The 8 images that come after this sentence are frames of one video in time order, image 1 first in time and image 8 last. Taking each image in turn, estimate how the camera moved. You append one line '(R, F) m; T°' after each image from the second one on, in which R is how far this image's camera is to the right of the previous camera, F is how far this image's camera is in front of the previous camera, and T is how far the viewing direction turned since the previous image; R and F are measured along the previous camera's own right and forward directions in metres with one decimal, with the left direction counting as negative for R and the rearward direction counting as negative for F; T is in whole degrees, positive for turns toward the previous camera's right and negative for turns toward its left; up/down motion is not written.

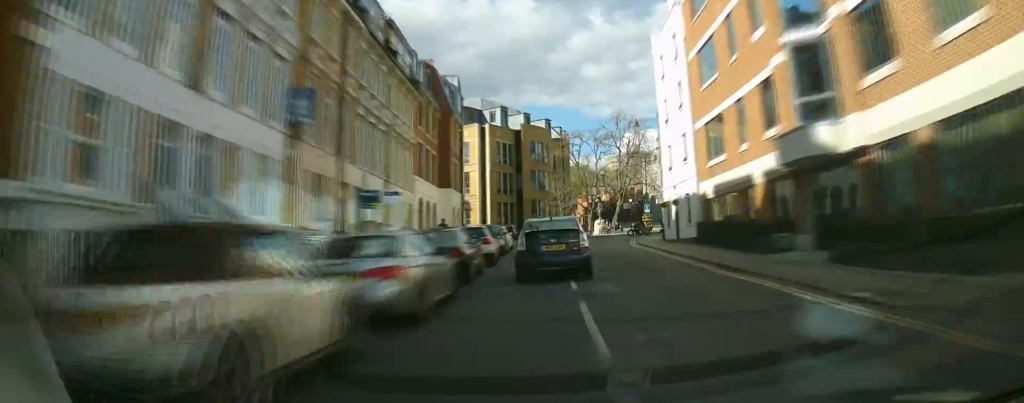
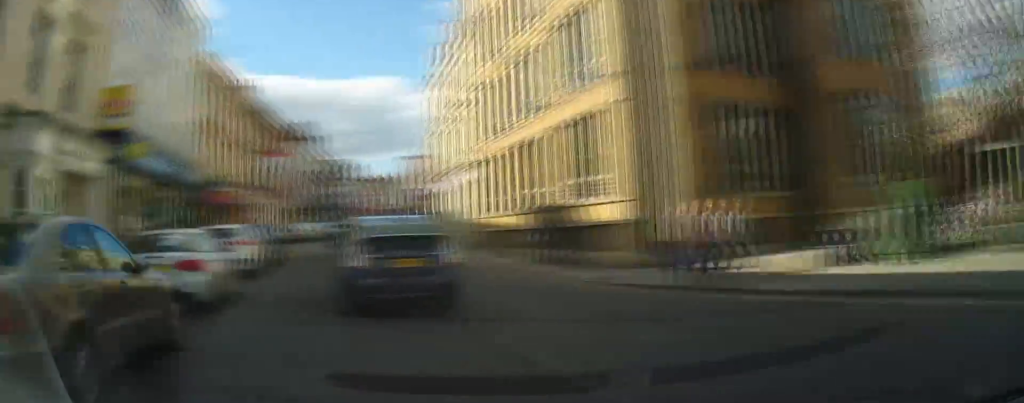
(-4.8, +57.8) m; -25°
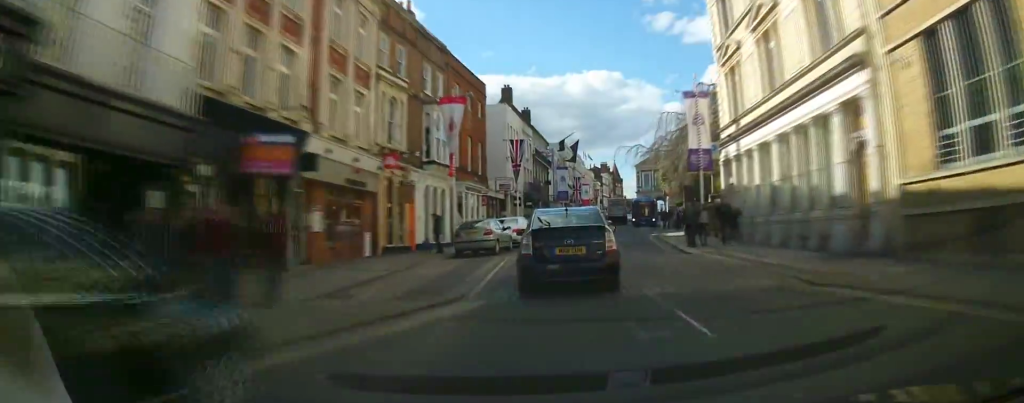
(-7.6, +20.6) m; -21°
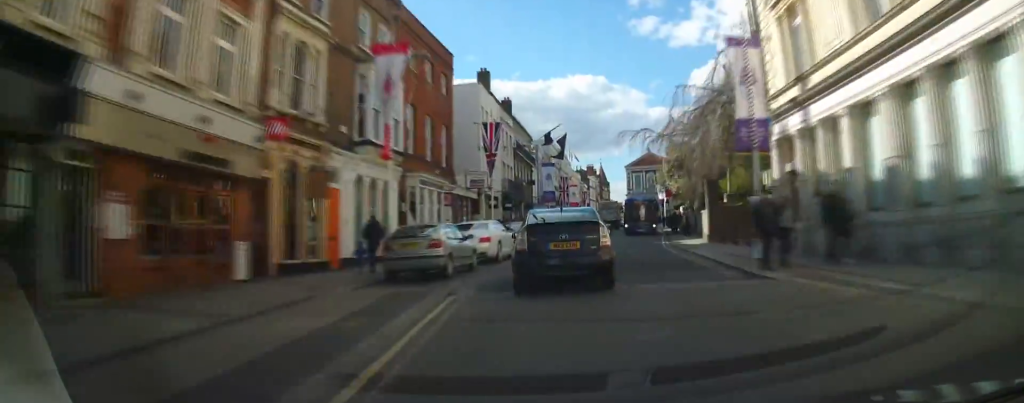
(-0.2, +9.1) m; +1°
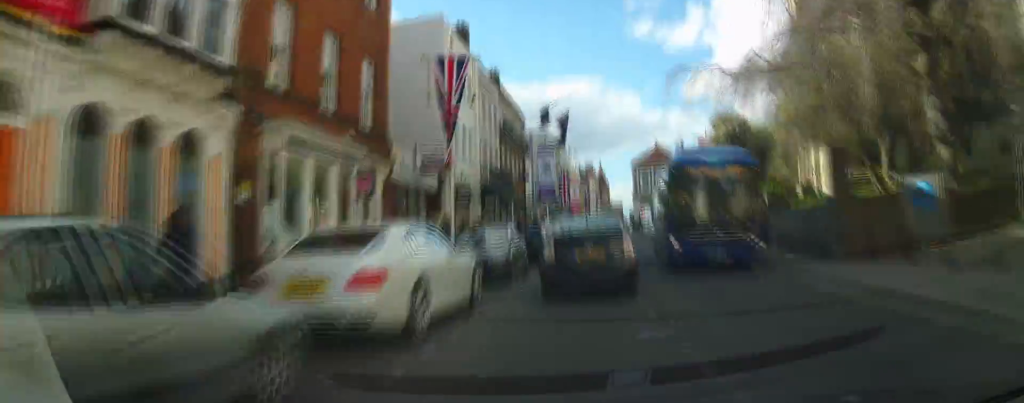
(+0.1, +14.7) m; +1°
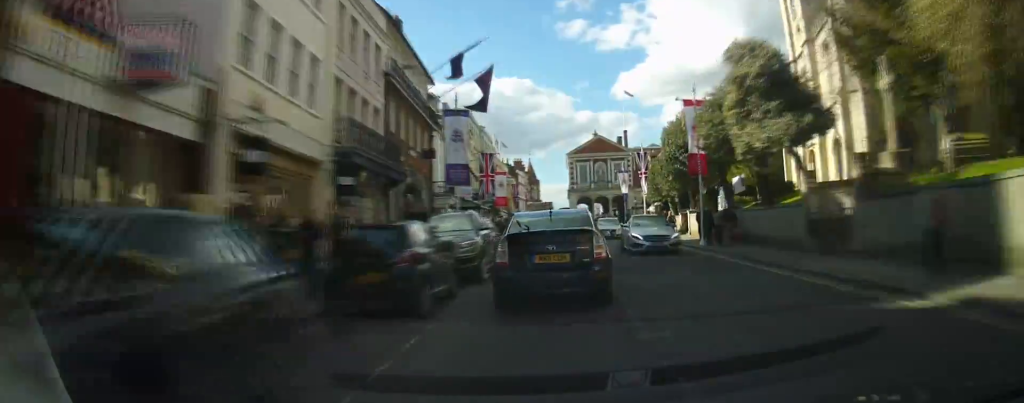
(+0.7, +13.0) m; -1°
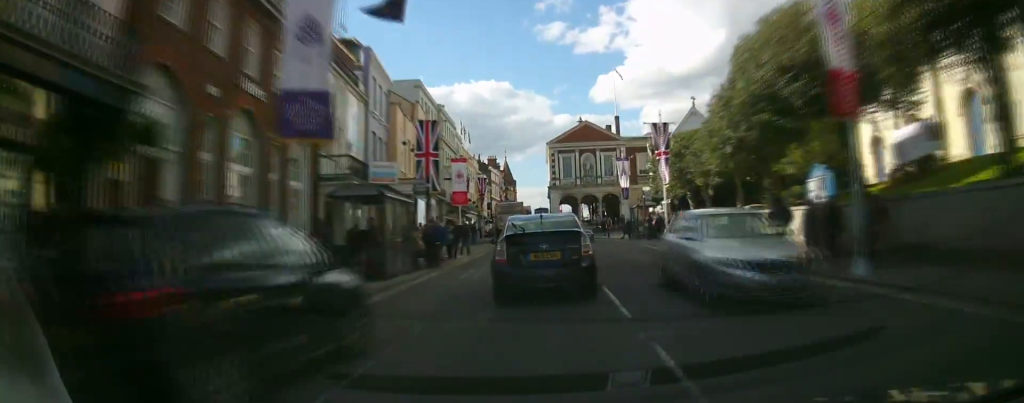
(-1.0, +15.4) m; -1°
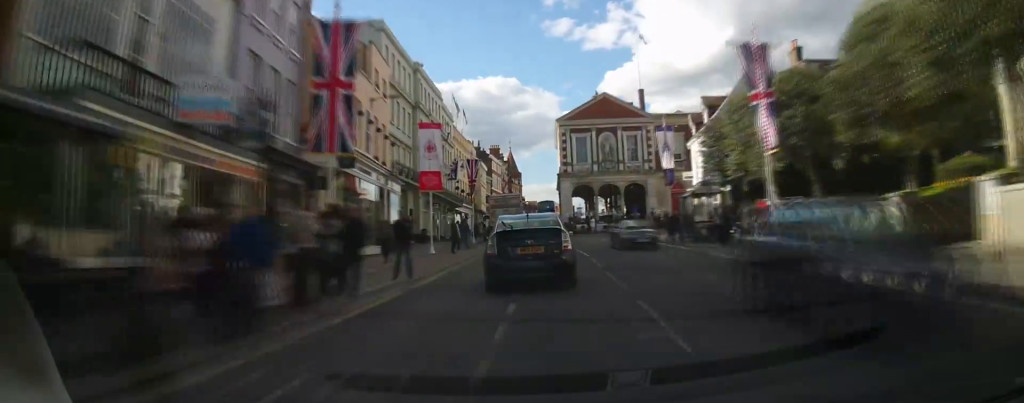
(+0.3, +12.9) m; +1°
